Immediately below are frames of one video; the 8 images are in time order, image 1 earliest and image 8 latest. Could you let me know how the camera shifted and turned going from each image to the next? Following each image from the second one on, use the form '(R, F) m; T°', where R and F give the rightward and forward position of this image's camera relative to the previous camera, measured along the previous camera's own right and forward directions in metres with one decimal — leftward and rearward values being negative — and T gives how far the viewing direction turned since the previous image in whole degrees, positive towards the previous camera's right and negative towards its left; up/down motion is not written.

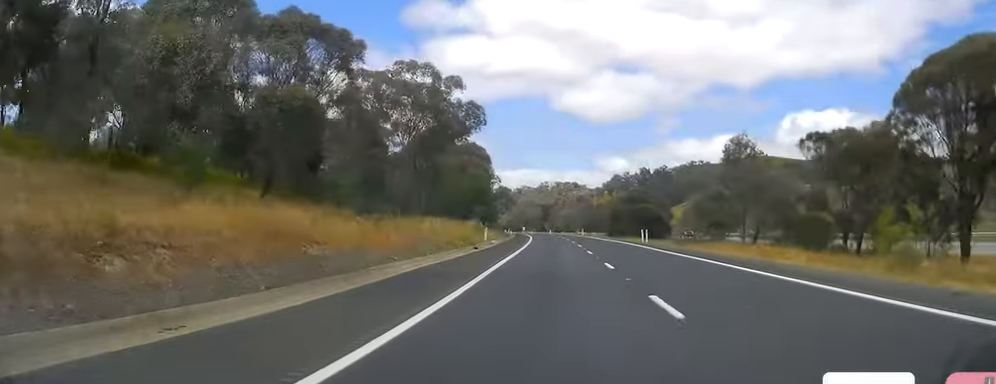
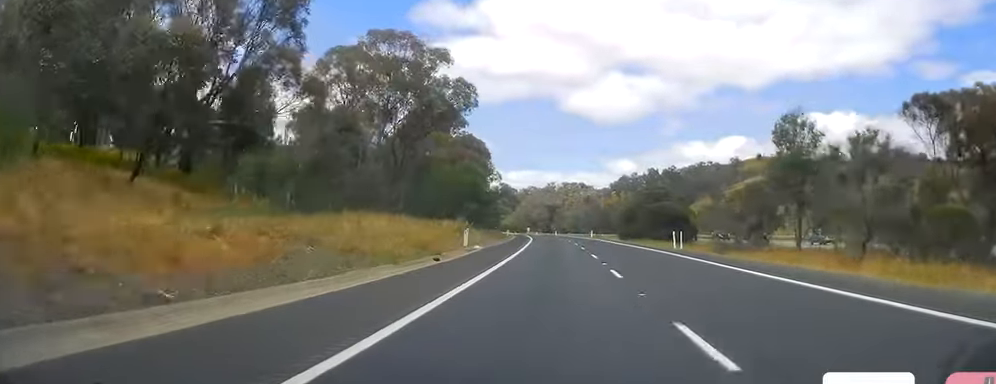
(0.0, +15.3) m; 0°
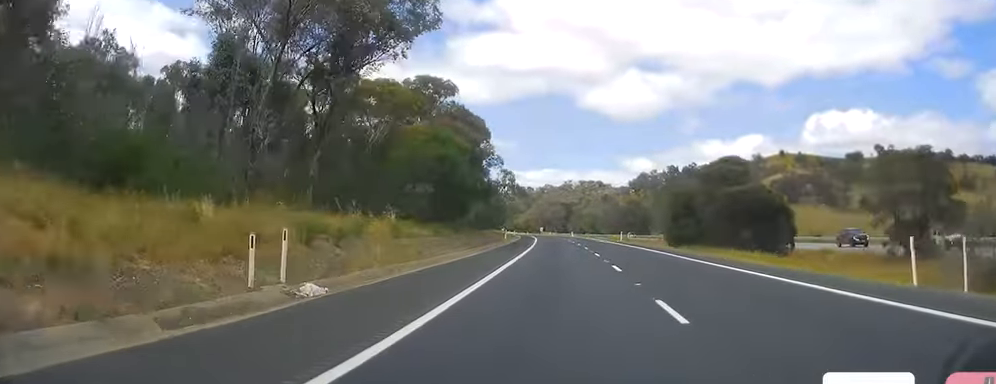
(-0.6, +31.9) m; -1°
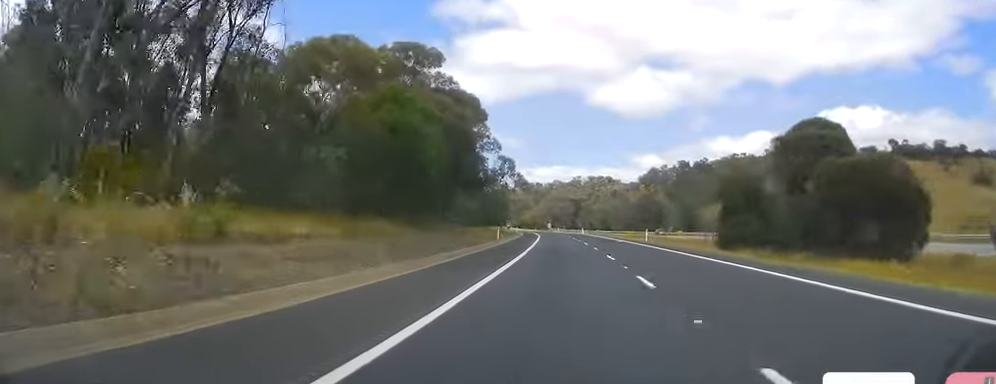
(0.0, +18.3) m; 0°
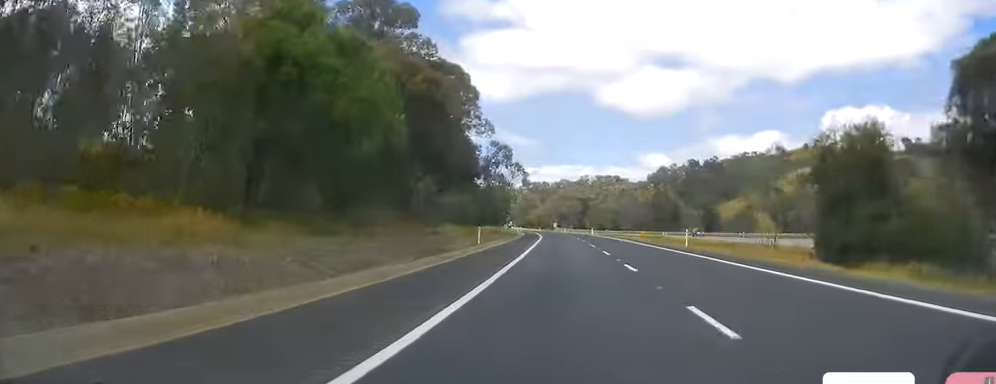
(-0.1, +18.4) m; 0°
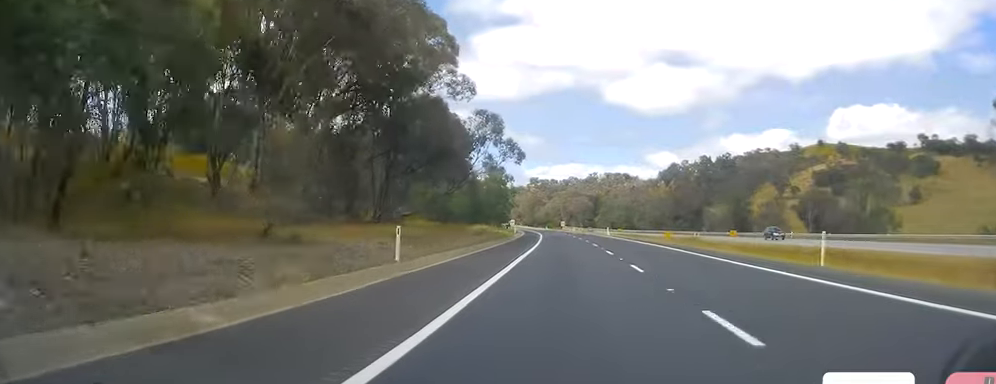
(0.0, +23.8) m; -1°
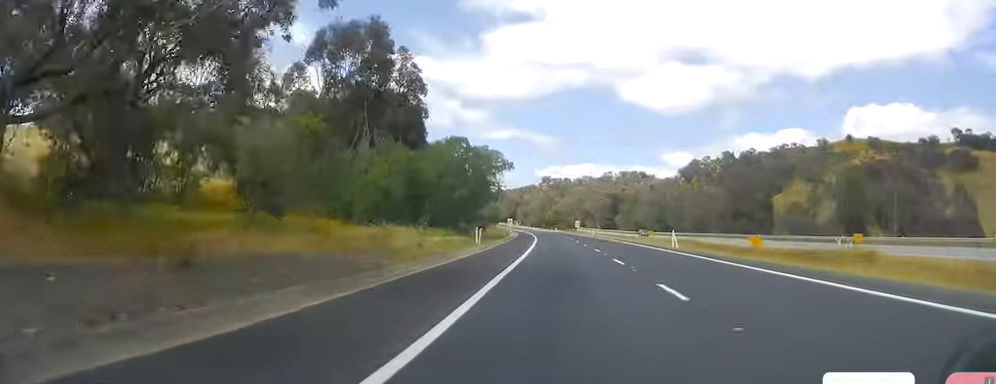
(-0.6, +53.4) m; -2°
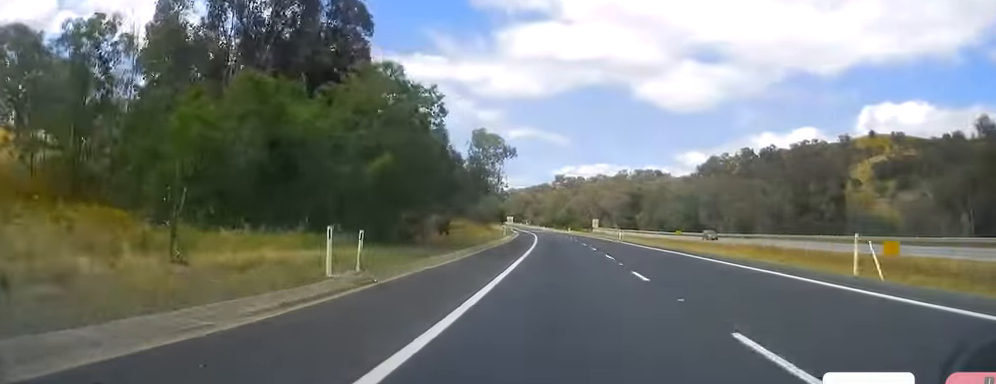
(-0.7, +30.4) m; -1°
